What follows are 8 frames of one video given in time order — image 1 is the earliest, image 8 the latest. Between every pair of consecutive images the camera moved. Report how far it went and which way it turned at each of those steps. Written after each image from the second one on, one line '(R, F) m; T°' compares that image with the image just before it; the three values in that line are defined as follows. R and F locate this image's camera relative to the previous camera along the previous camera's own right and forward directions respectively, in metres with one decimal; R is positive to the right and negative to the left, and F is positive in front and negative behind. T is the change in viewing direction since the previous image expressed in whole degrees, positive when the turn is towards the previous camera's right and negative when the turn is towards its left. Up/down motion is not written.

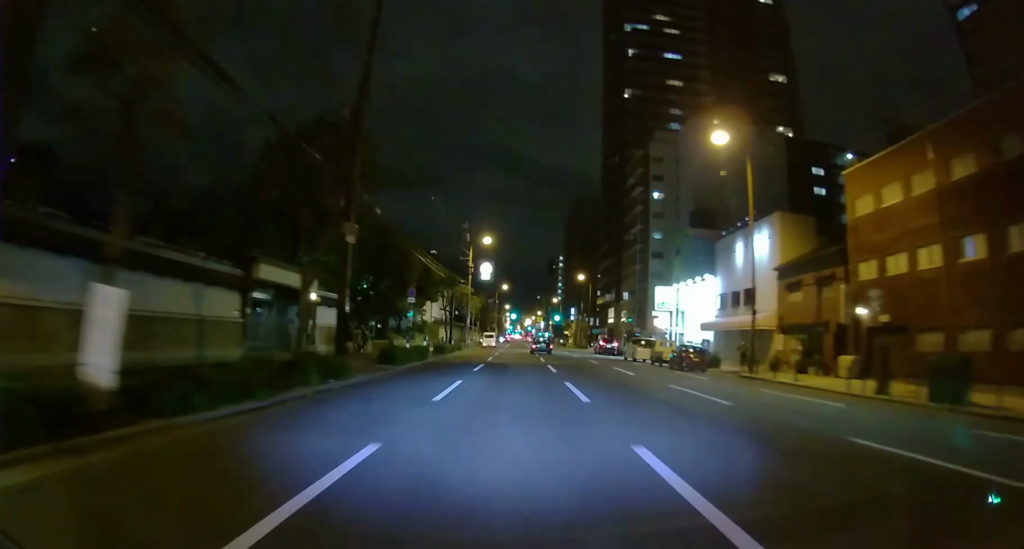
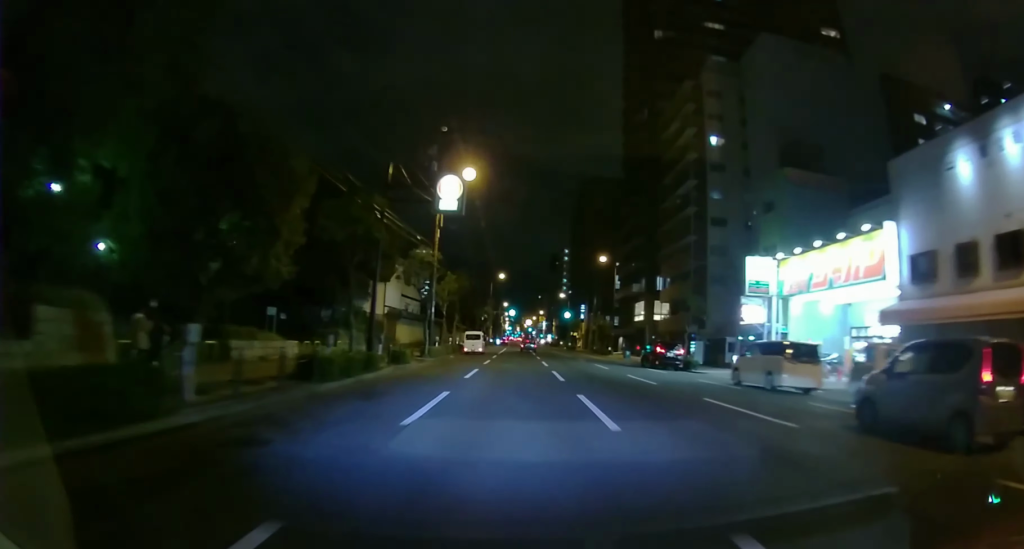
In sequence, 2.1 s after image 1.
(0.0, +23.5) m; 0°
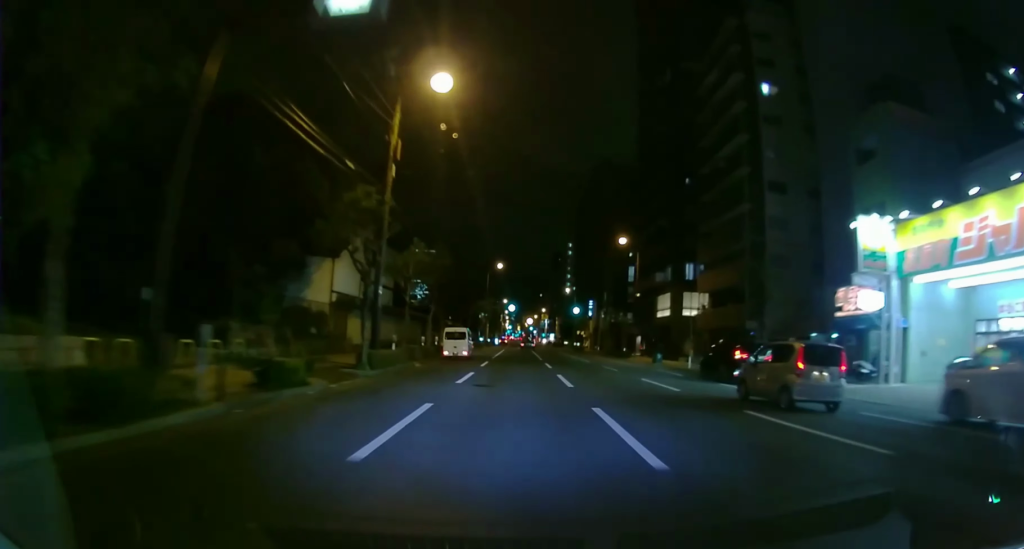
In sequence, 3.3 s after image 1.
(0.0, +12.9) m; 0°
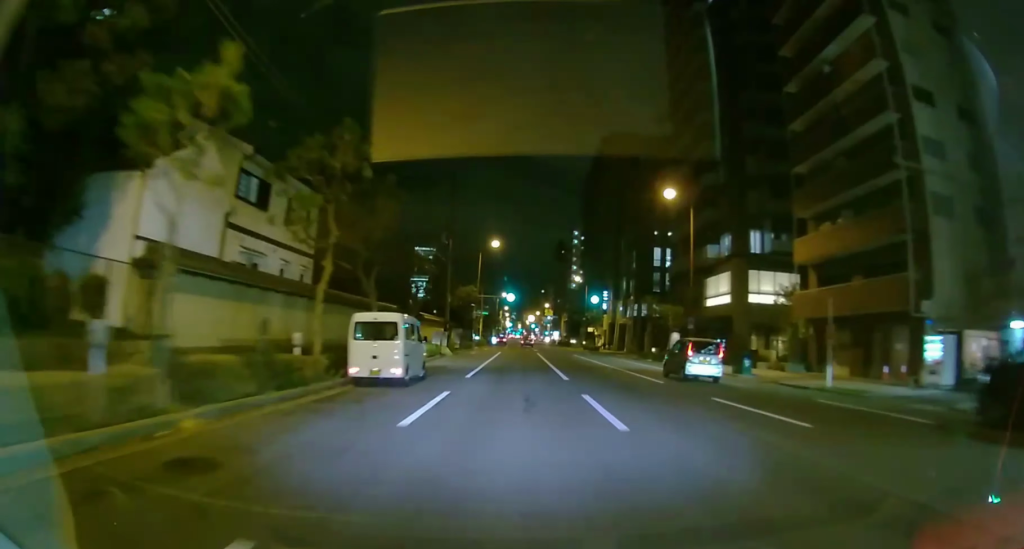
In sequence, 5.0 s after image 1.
(0.0, +18.2) m; 0°
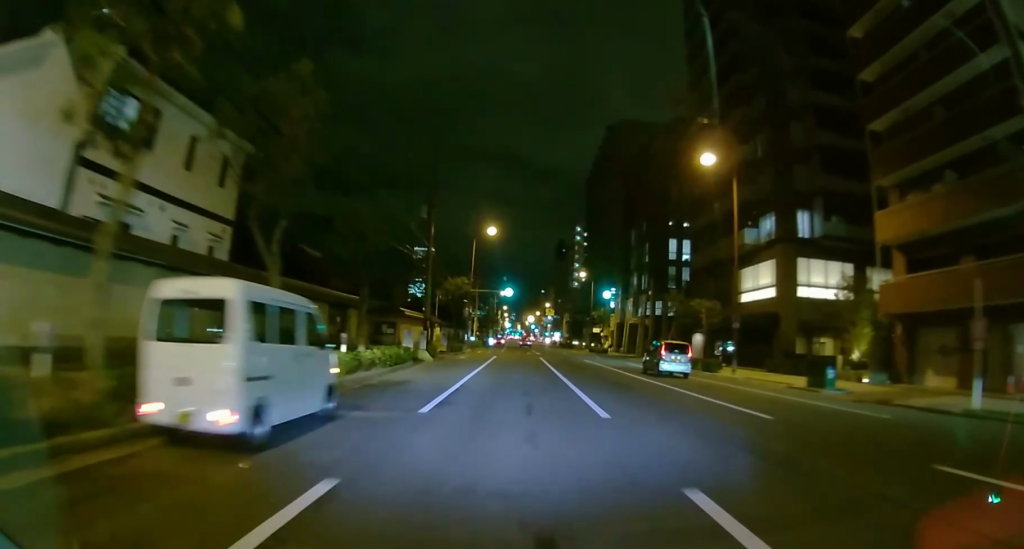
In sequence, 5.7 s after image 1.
(0.0, +8.3) m; 0°
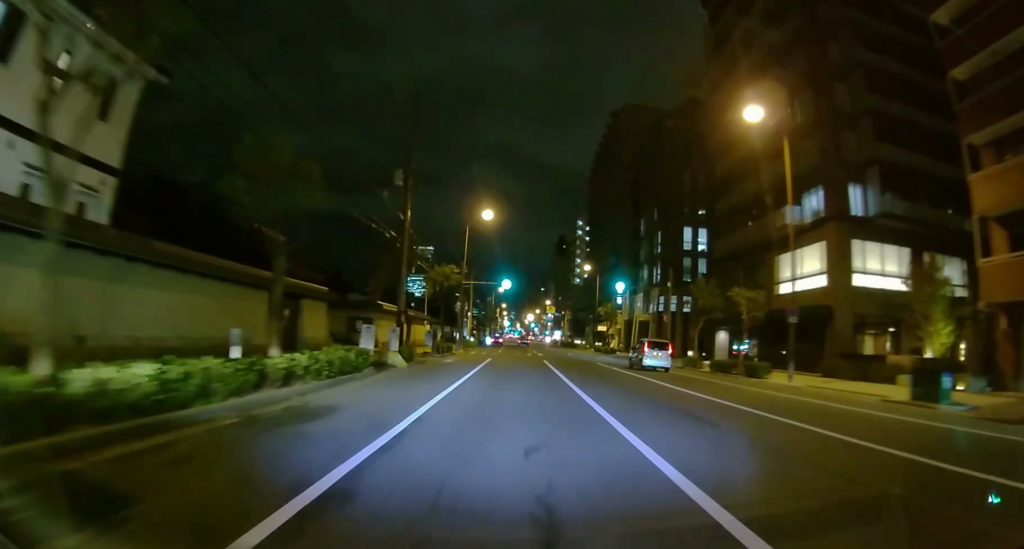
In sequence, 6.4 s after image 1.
(0.0, +6.9) m; 0°
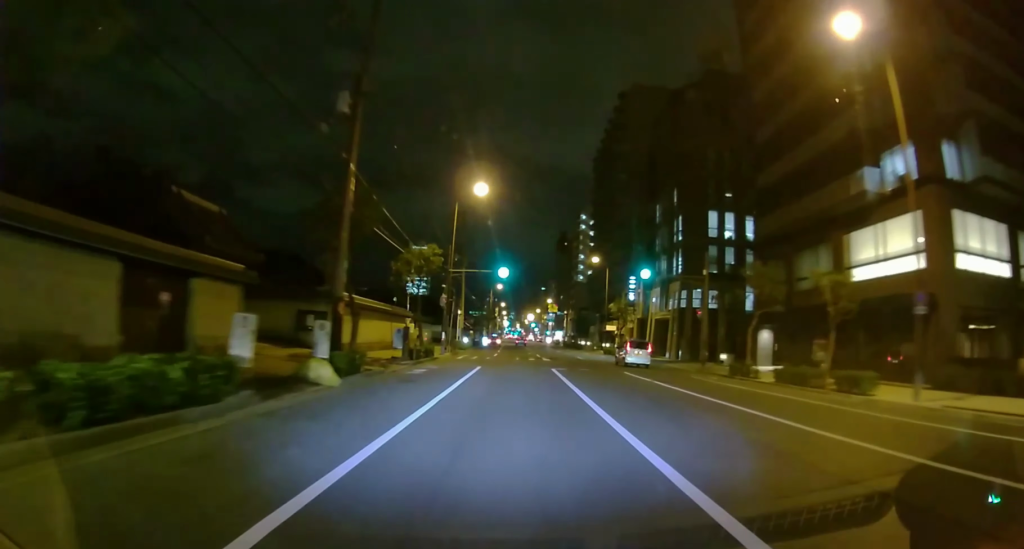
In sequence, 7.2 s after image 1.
(-0.1, +8.6) m; -1°
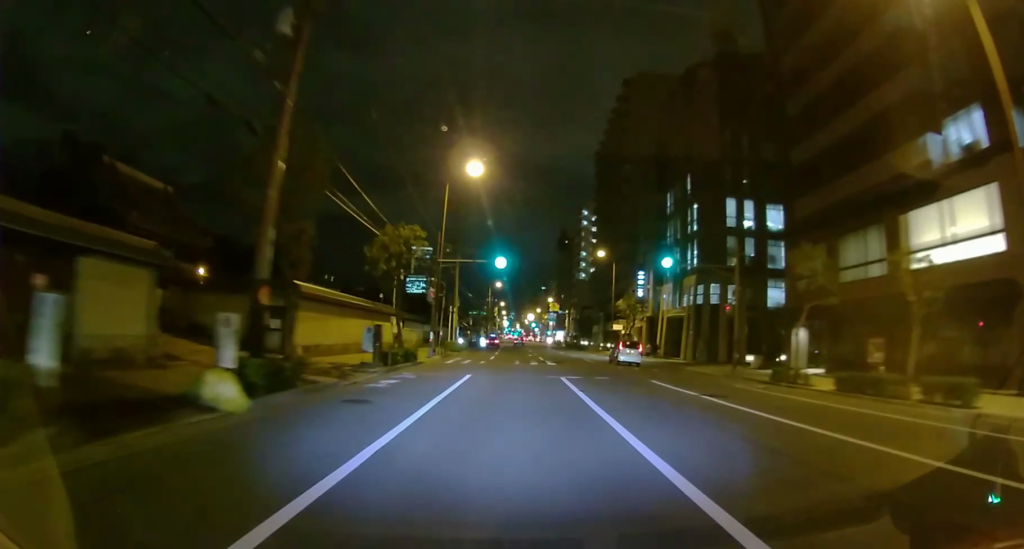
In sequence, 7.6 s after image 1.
(0.0, +5.0) m; 0°
